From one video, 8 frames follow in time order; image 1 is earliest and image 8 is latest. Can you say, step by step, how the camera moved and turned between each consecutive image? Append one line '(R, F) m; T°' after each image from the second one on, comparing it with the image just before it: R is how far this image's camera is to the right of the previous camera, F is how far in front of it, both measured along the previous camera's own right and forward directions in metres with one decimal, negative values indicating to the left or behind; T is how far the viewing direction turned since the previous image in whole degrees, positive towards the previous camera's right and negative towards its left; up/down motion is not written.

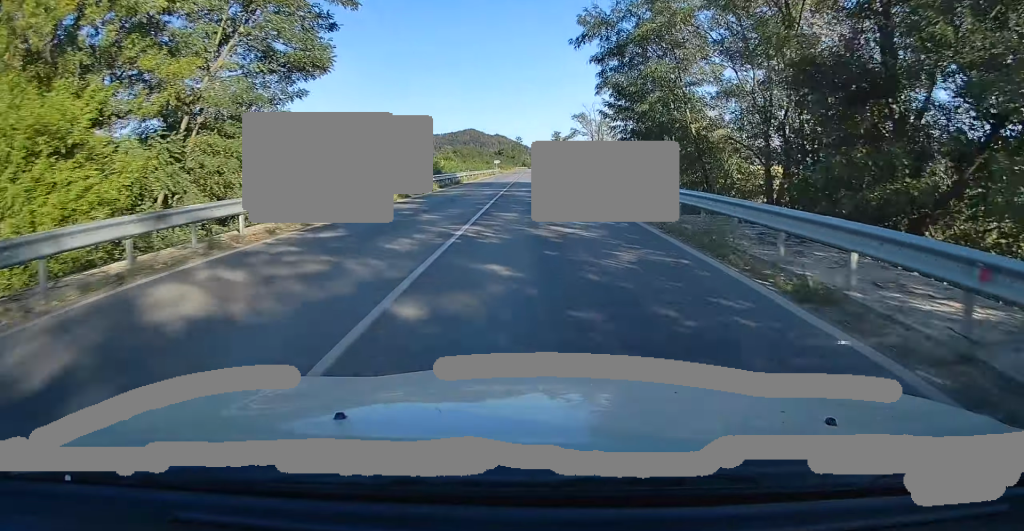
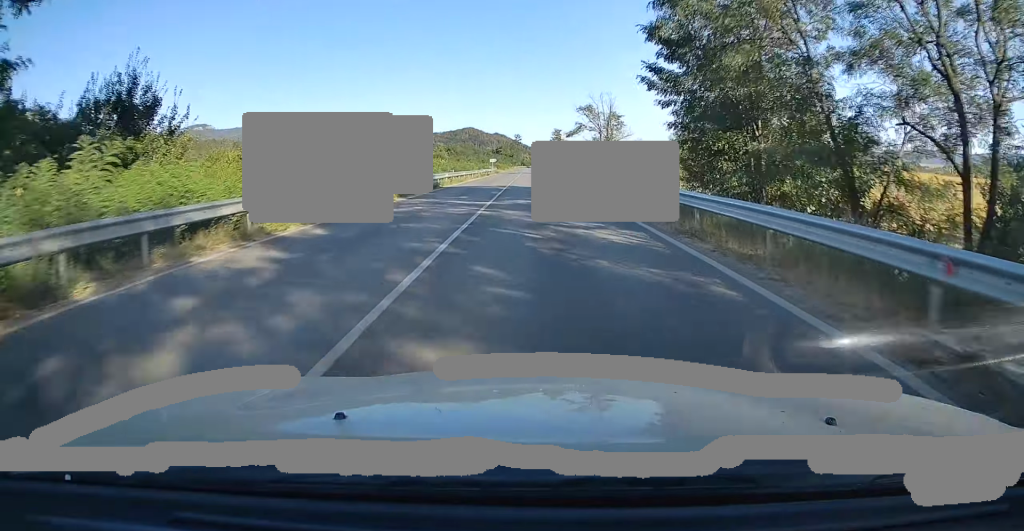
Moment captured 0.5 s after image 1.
(-0.1, +11.5) m; 0°
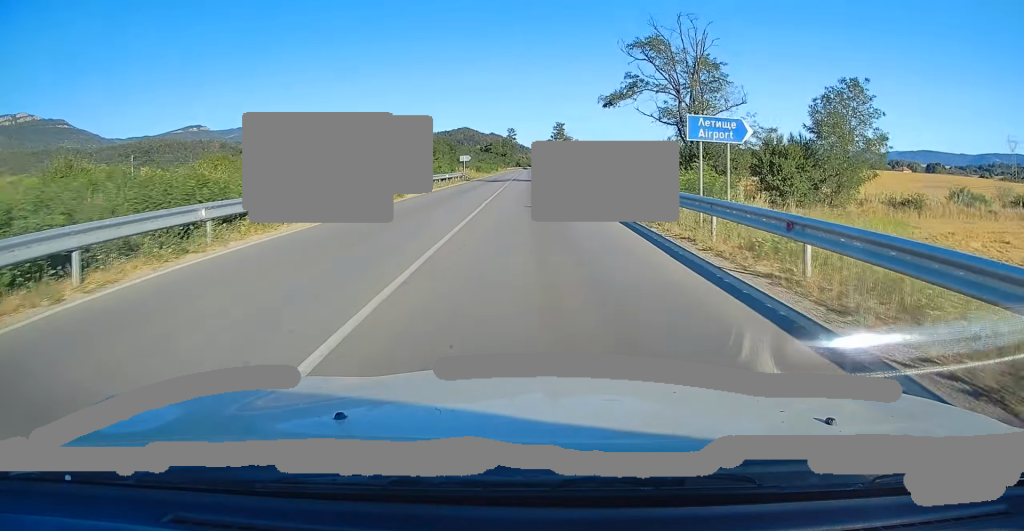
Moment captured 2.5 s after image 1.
(-0.1, +45.4) m; 0°
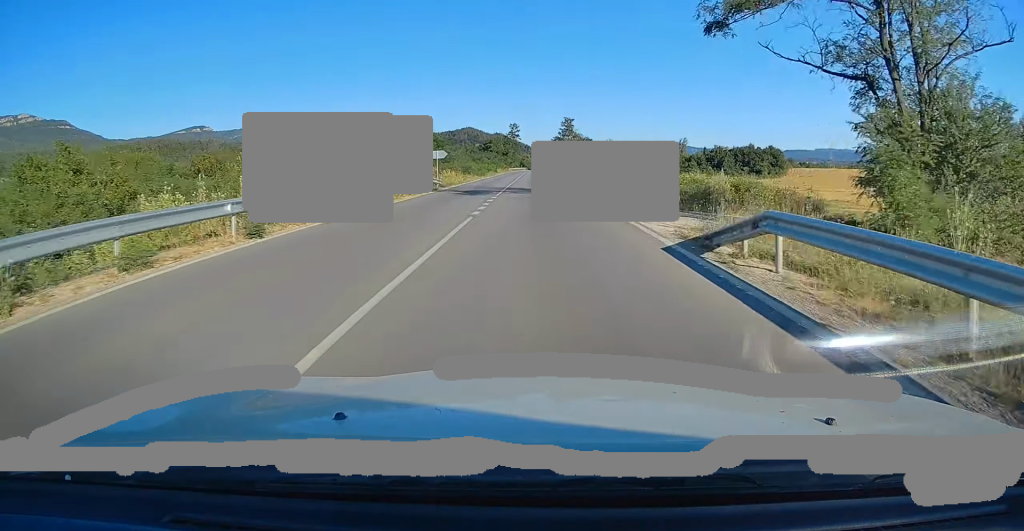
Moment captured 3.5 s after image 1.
(+0.2, +23.1) m; 0°
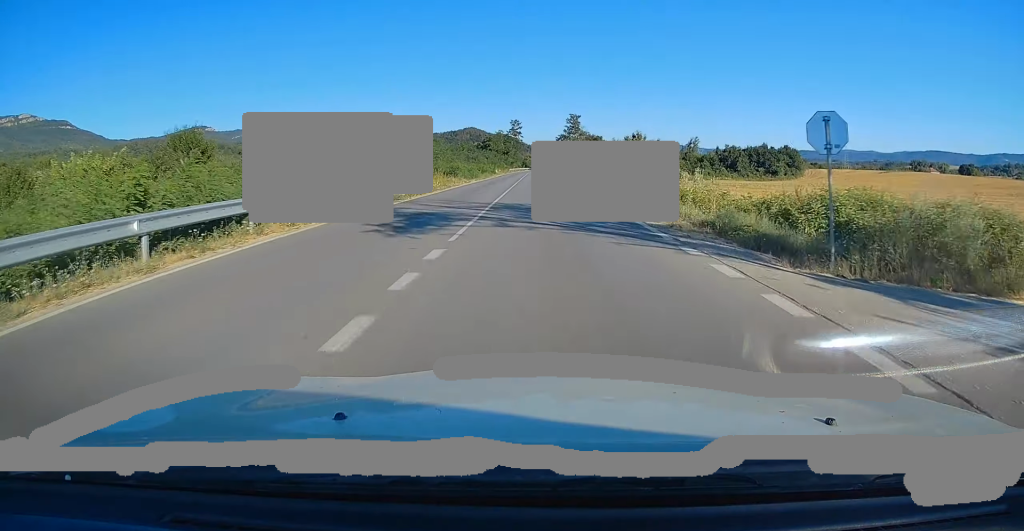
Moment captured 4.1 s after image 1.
(-0.1, +15.4) m; 0°
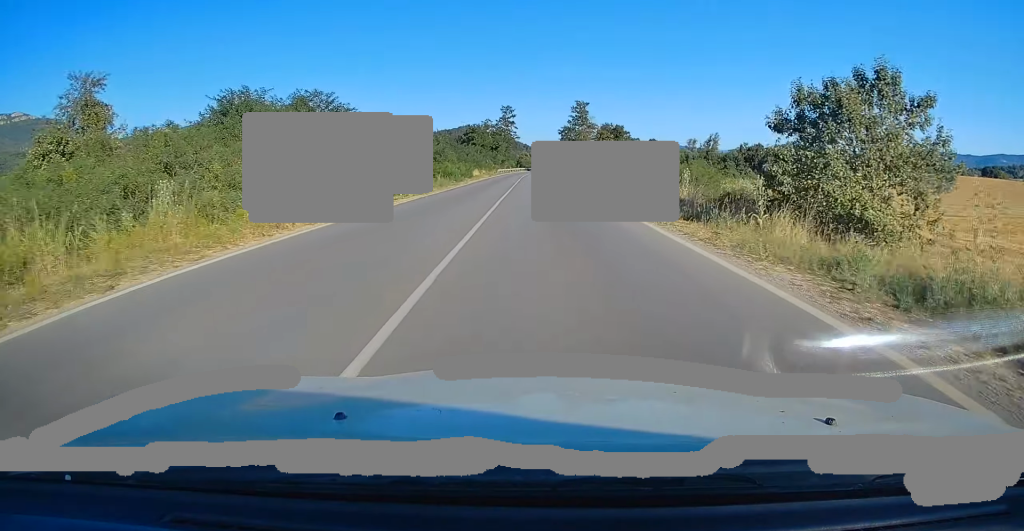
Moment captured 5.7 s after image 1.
(-0.4, +36.2) m; 0°
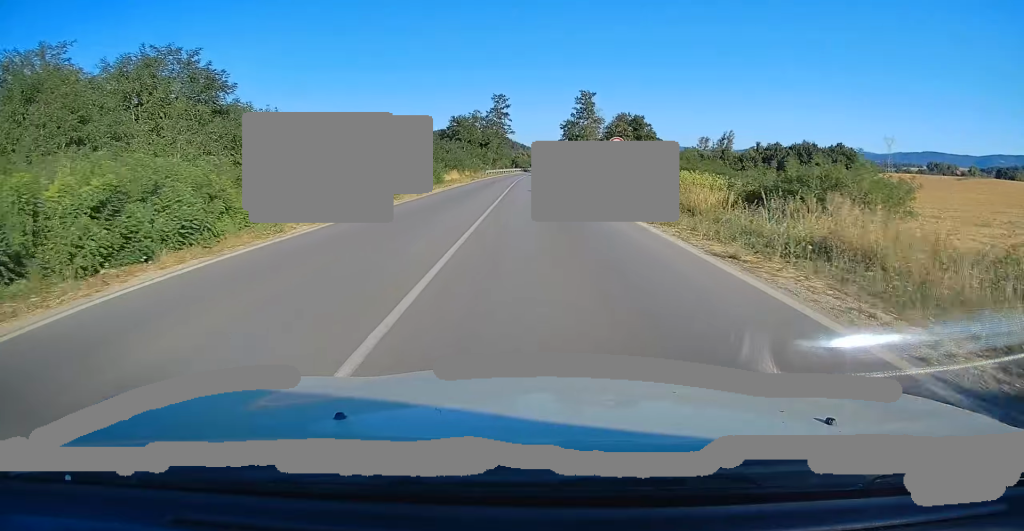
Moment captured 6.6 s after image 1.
(+0.4, +20.8) m; +1°
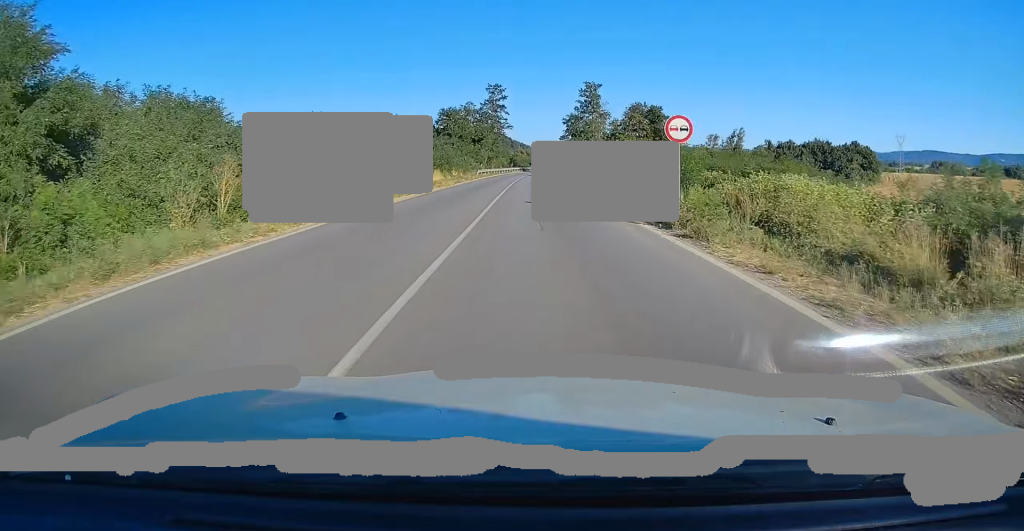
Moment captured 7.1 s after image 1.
(0.0, +11.6) m; 0°
